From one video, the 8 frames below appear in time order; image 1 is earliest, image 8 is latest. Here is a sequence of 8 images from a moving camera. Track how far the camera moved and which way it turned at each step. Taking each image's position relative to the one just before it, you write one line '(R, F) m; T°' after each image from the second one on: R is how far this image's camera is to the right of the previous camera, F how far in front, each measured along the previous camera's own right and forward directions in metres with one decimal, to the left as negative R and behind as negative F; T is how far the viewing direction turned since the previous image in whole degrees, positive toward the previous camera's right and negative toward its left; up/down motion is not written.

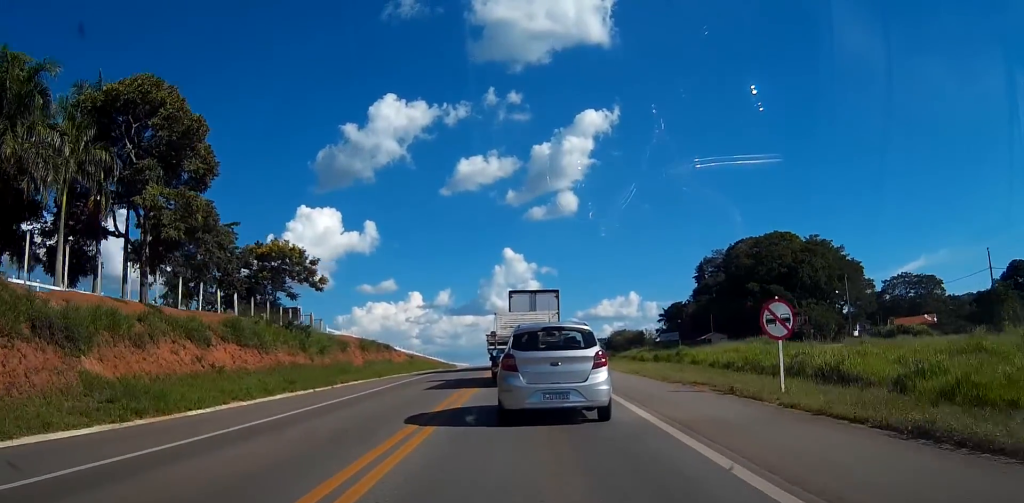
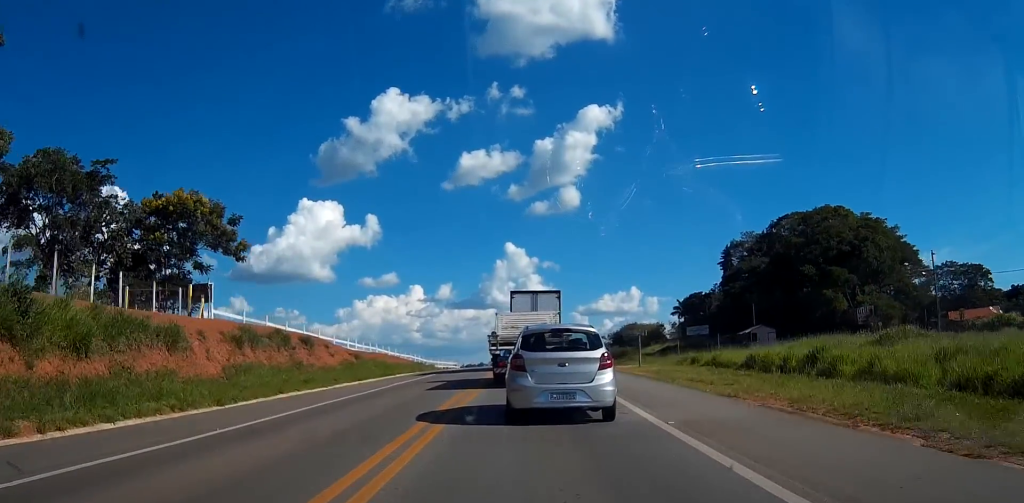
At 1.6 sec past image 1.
(0.0, +23.5) m; 0°
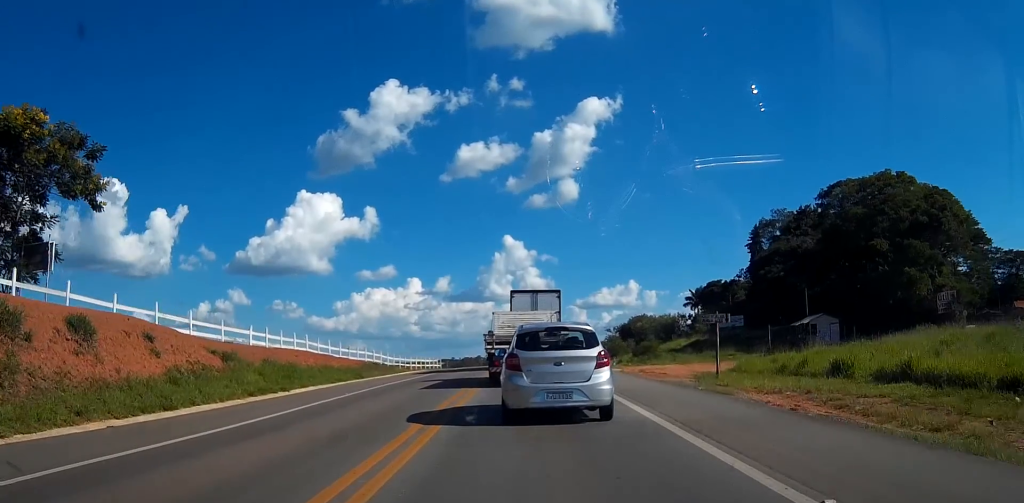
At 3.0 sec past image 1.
(-0.1, +21.1) m; 0°
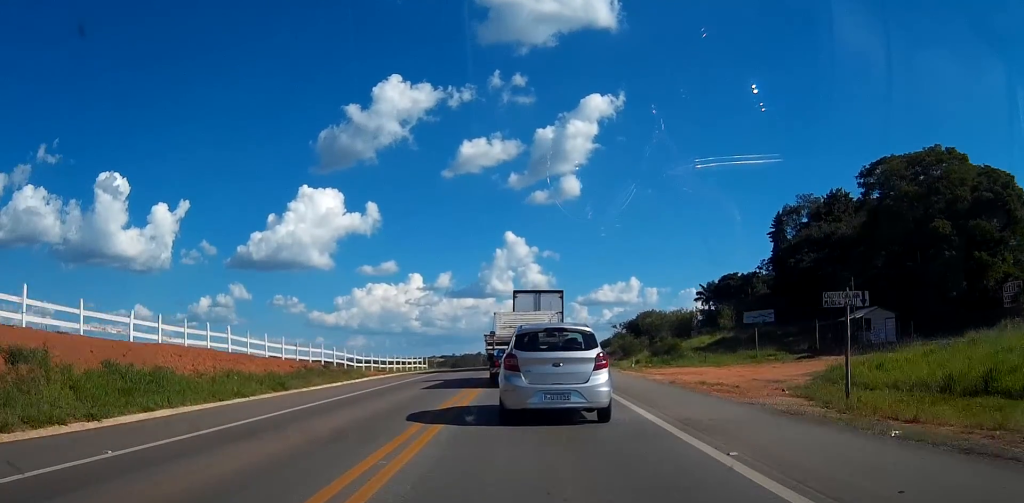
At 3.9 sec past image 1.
(+0.1, +12.7) m; +1°
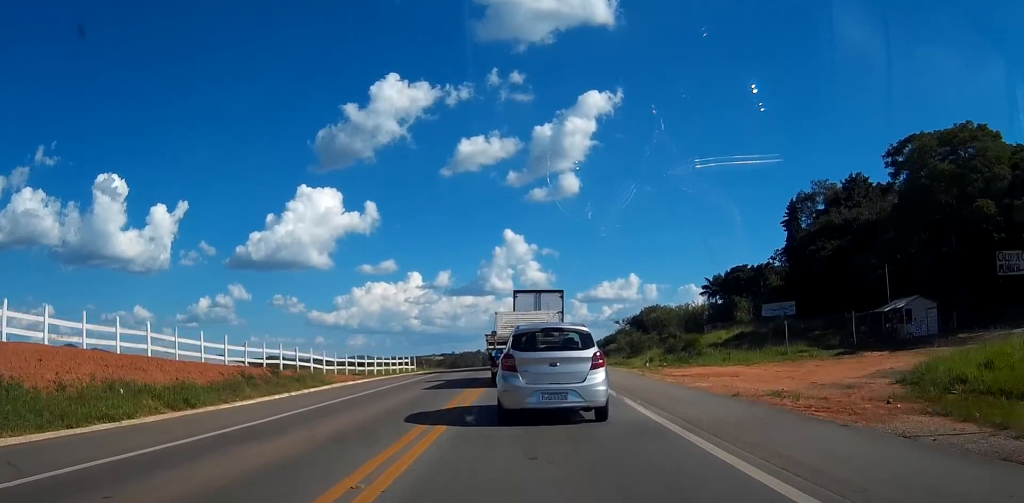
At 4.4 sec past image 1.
(+0.1, +7.8) m; 0°
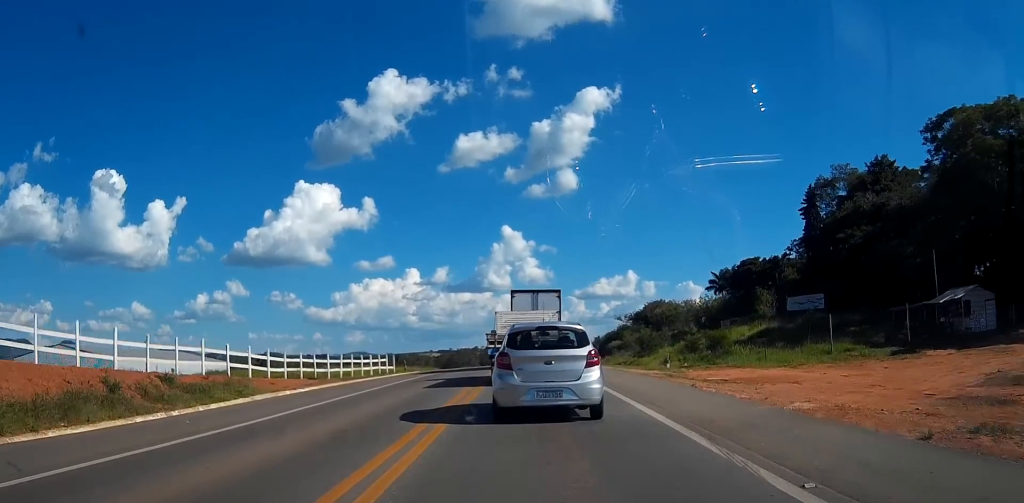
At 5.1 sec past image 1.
(-0.1, +9.1) m; 0°
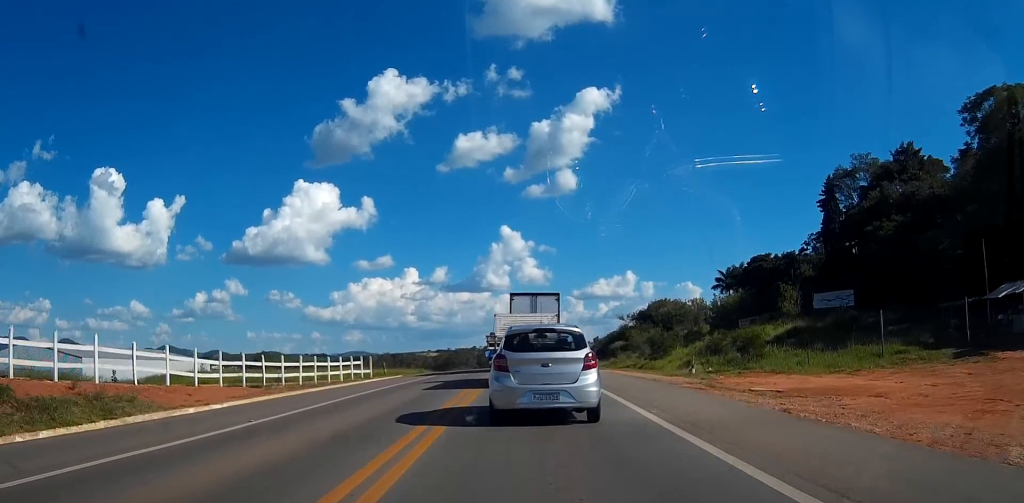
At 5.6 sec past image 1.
(-0.1, +7.7) m; 0°
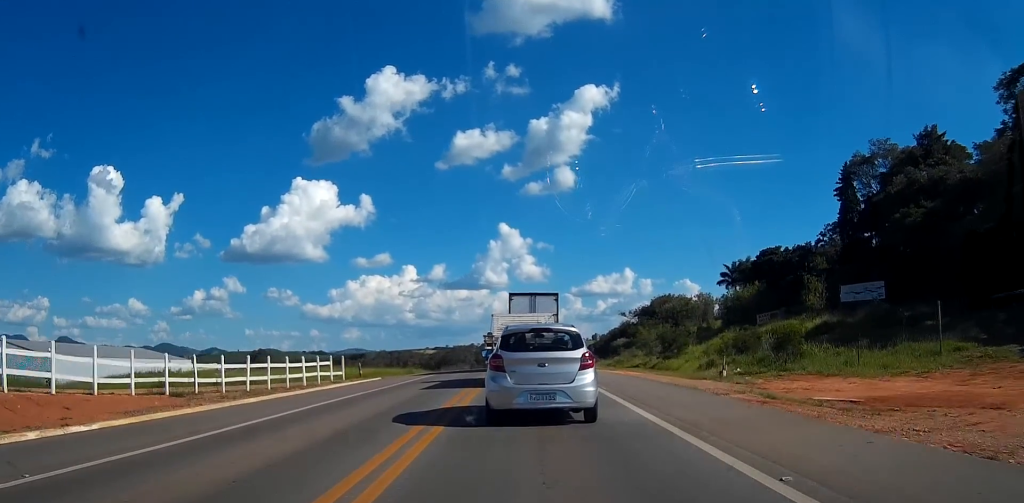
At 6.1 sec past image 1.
(+0.1, +6.7) m; 0°
